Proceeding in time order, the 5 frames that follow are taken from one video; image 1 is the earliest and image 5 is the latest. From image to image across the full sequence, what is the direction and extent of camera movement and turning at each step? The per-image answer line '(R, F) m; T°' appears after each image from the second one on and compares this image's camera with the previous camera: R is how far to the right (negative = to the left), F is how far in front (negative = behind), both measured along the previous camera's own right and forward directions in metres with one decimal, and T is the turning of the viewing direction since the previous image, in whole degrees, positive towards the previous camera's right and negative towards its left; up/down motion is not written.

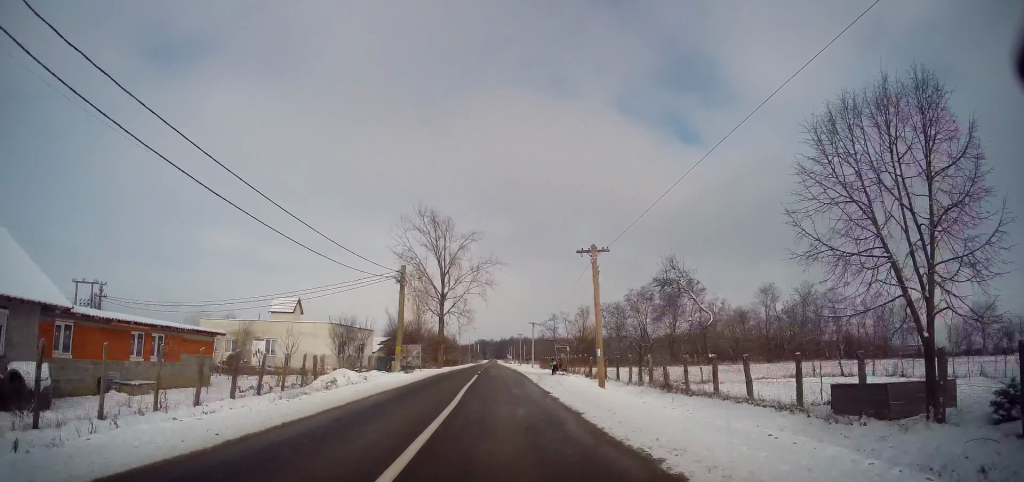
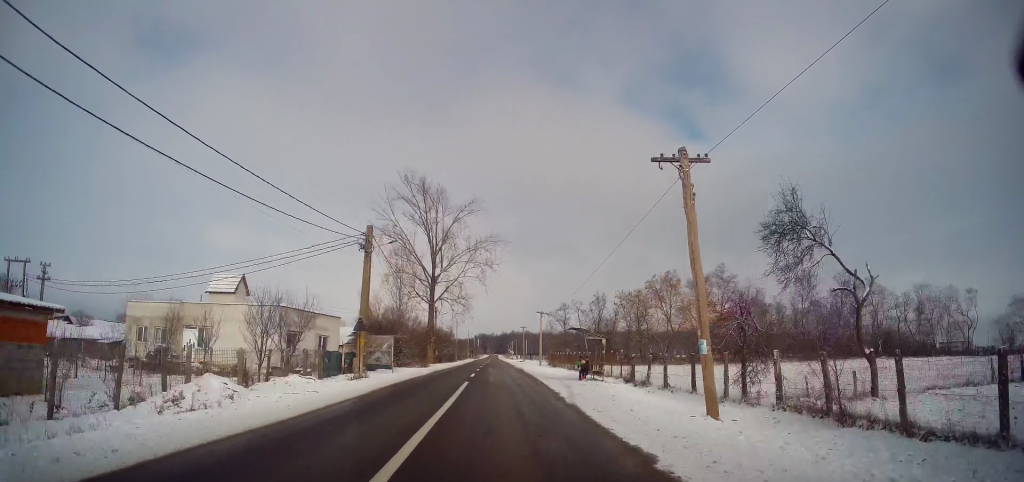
(-0.1, +11.6) m; -1°
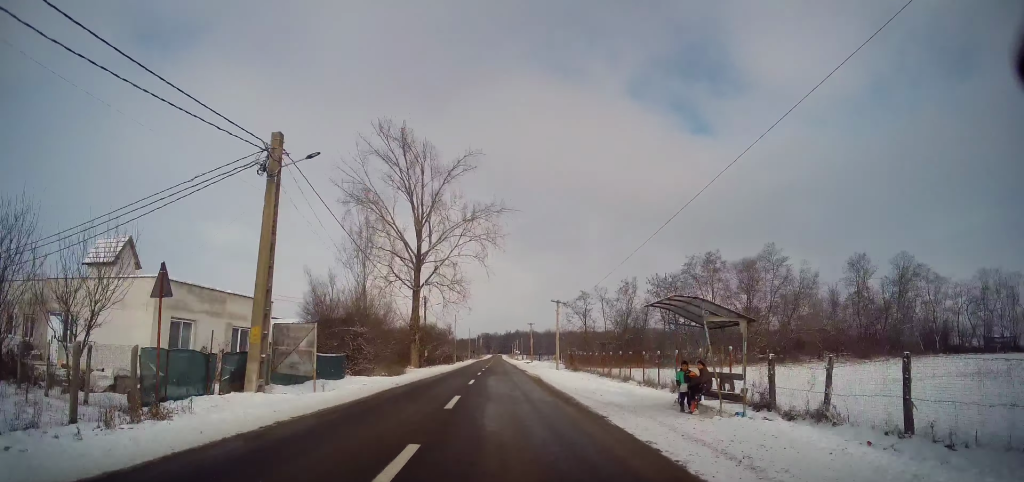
(-0.1, +13.4) m; -1°
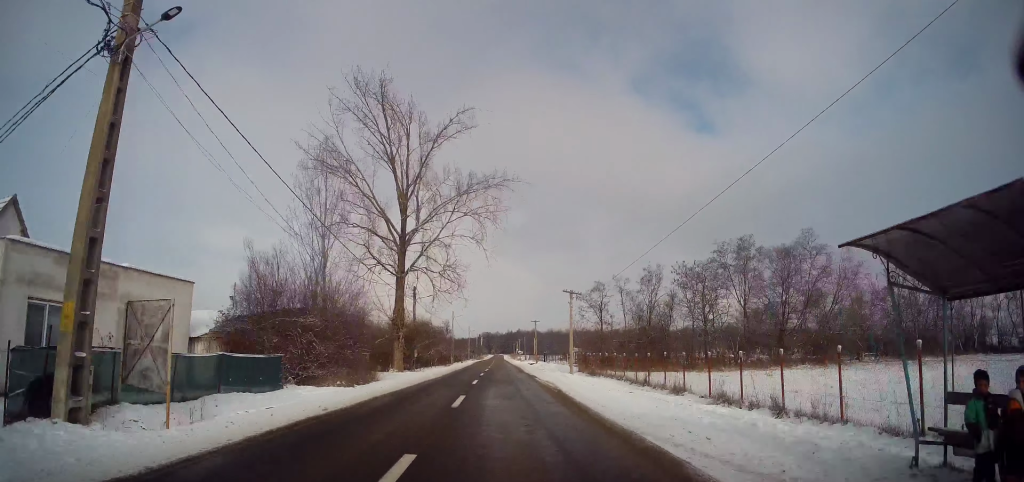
(0.0, +7.9) m; 0°
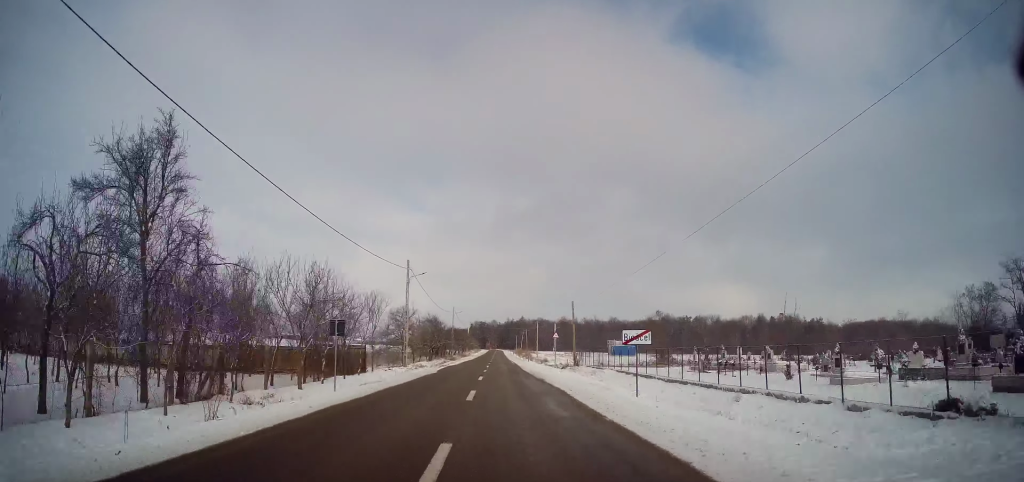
(+0.9, +90.3) m; +1°
